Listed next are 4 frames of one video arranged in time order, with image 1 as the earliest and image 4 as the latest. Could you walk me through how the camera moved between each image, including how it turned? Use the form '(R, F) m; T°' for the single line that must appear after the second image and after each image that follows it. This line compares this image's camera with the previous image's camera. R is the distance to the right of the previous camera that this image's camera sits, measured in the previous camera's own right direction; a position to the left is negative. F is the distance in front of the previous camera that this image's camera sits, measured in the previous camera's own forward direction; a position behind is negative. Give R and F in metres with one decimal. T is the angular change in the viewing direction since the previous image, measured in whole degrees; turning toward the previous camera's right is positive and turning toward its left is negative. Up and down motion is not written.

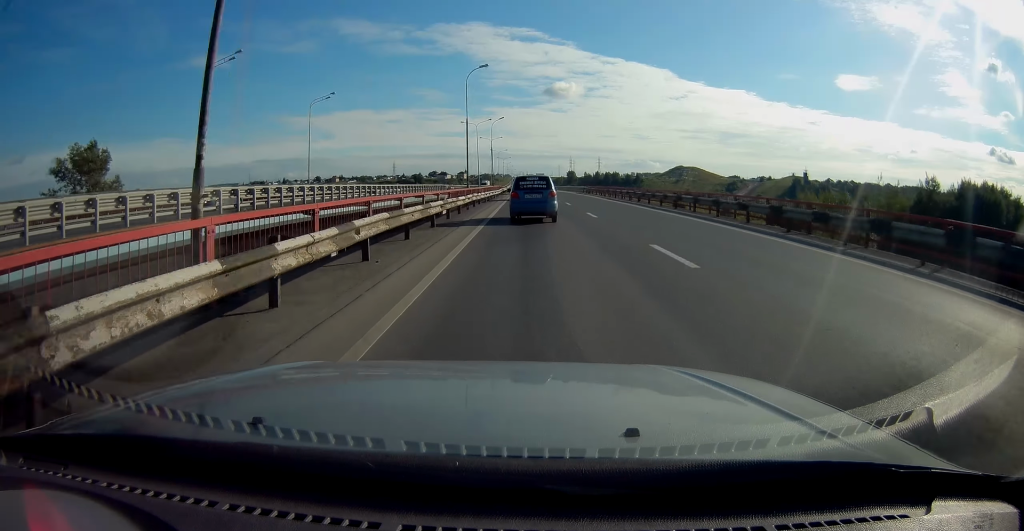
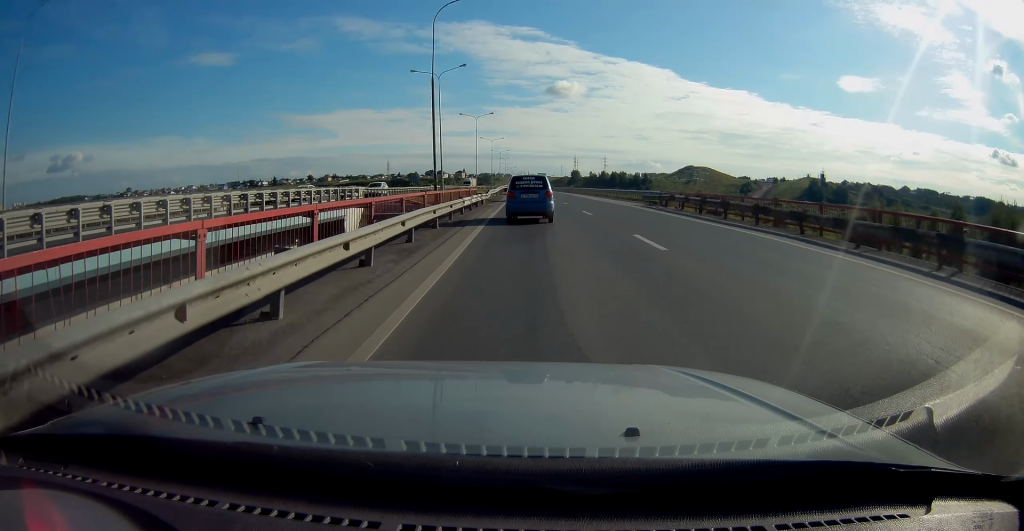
(-0.3, +45.9) m; -1°
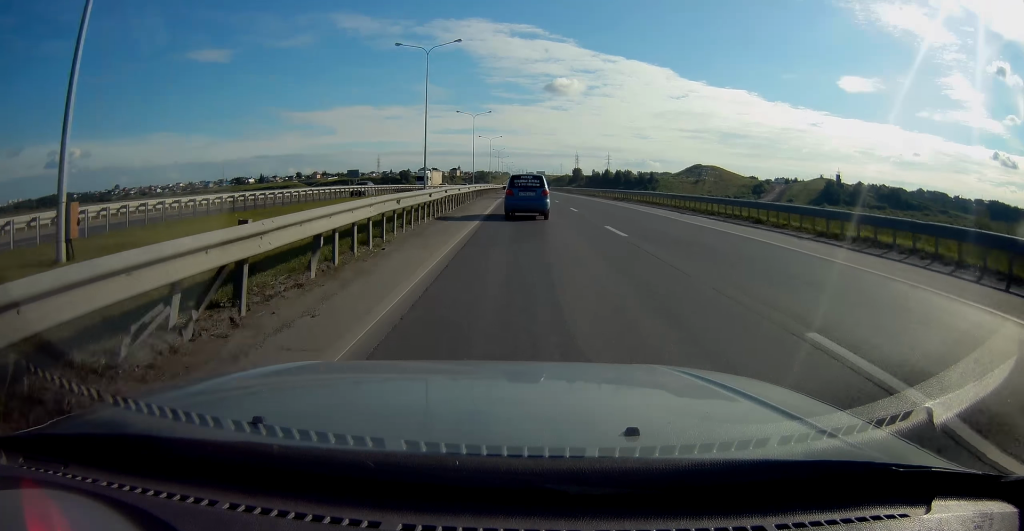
(+0.7, +45.0) m; +1°
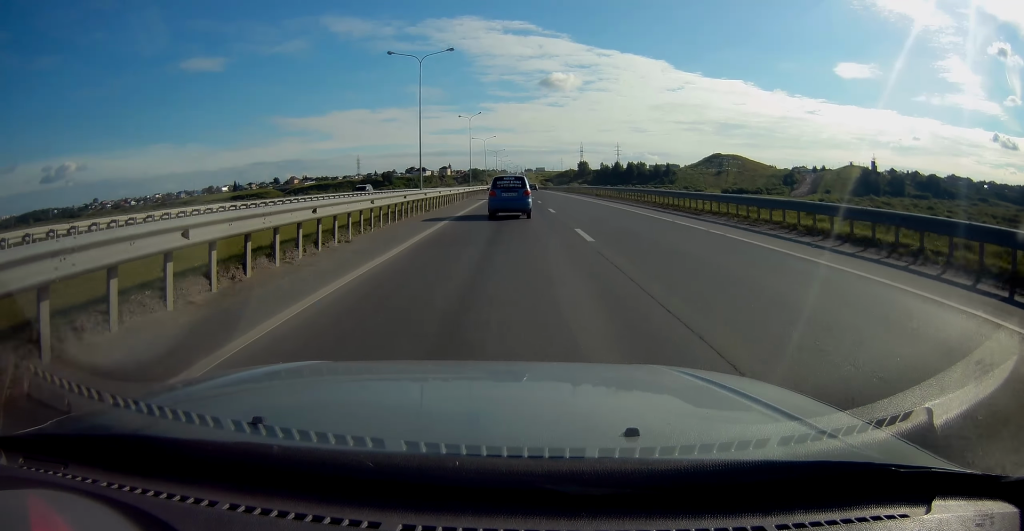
(-0.4, +83.0) m; 0°
